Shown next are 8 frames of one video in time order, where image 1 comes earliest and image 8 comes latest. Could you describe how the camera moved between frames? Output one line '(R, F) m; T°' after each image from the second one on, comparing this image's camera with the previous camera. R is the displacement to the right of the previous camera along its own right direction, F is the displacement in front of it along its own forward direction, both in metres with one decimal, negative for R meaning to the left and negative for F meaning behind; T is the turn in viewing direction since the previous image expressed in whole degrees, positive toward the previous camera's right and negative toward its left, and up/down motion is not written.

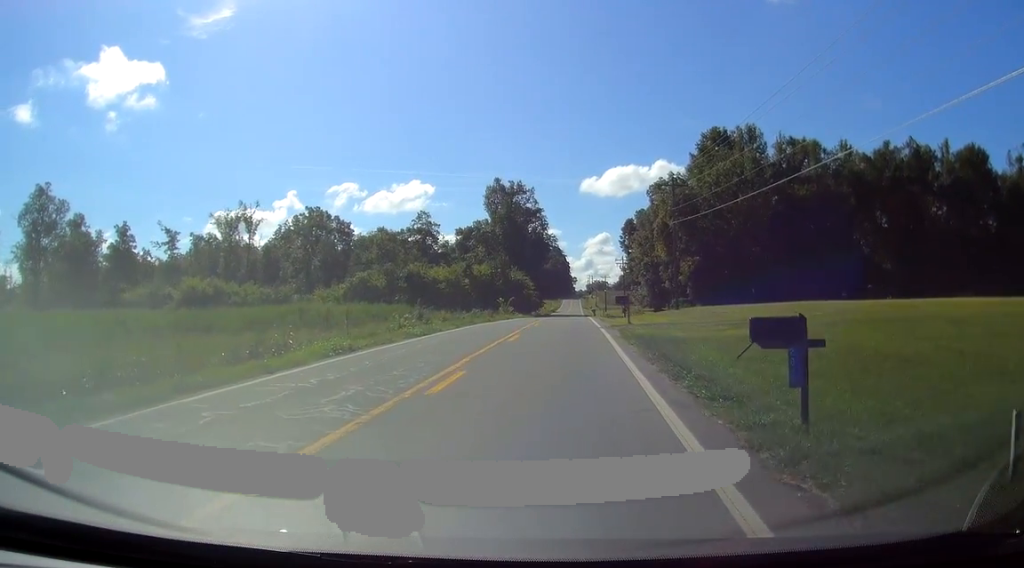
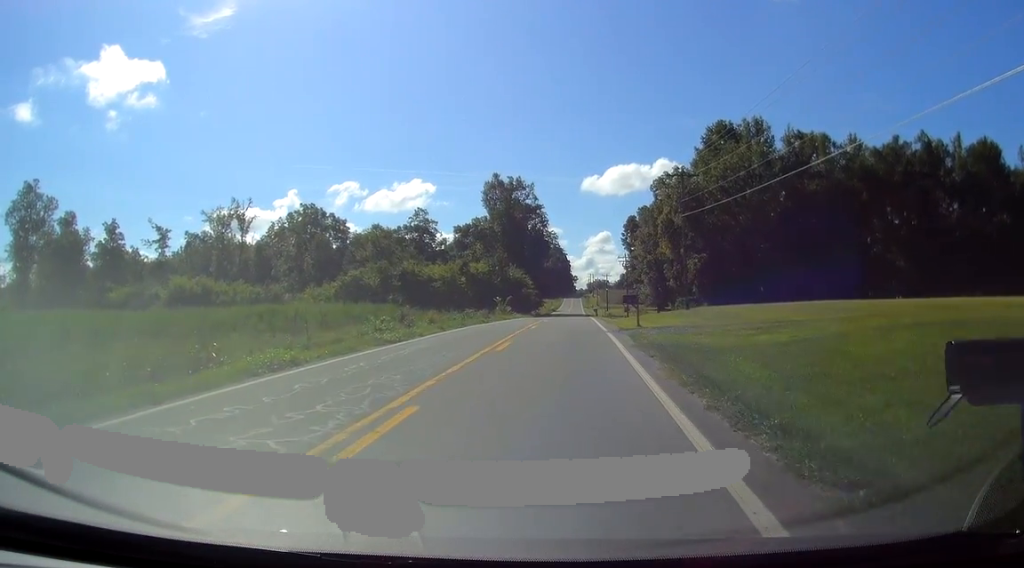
(+0.2, +3.6) m; +1°
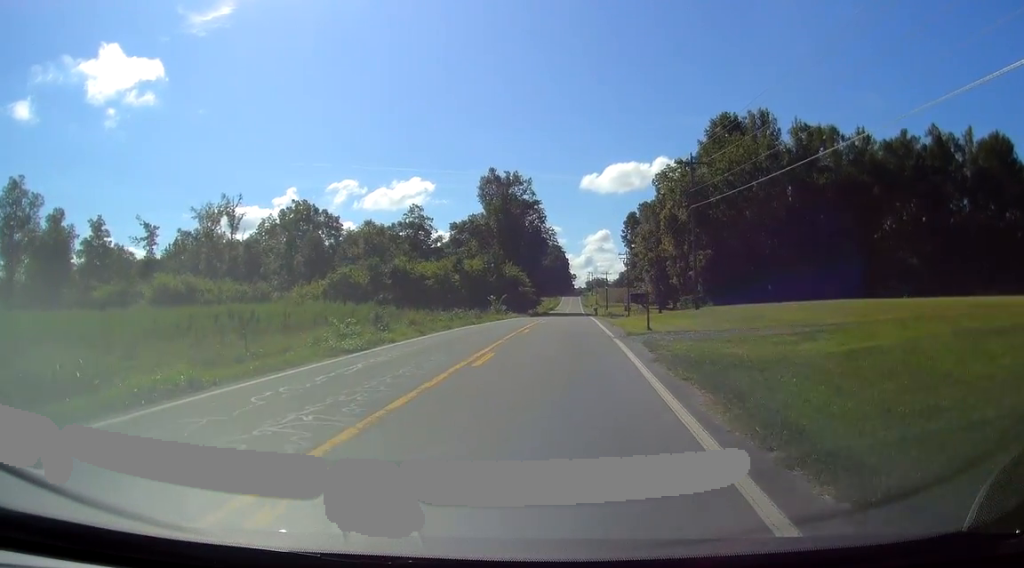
(+0.2, +3.6) m; +1°
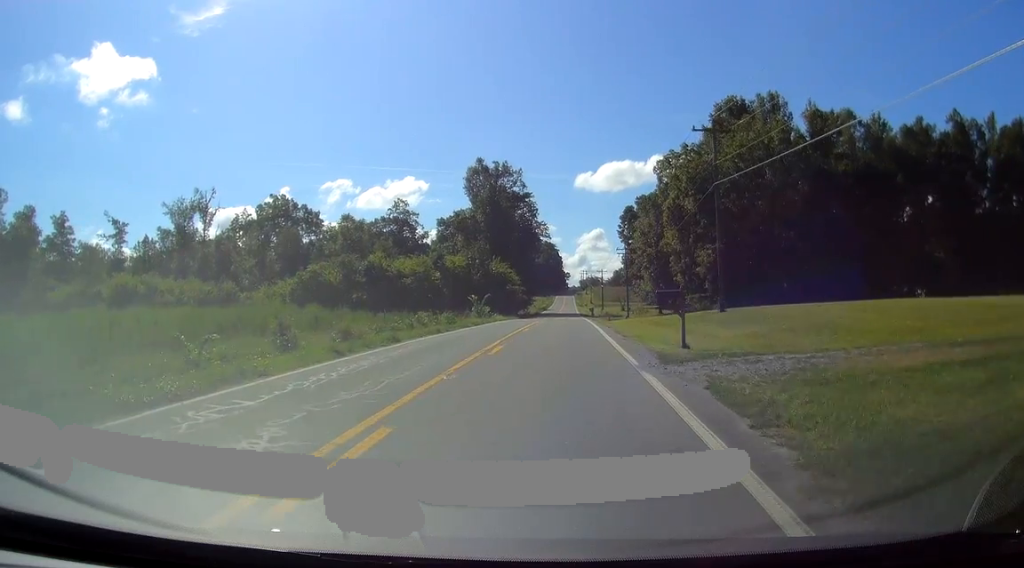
(-0.3, +8.4) m; 0°
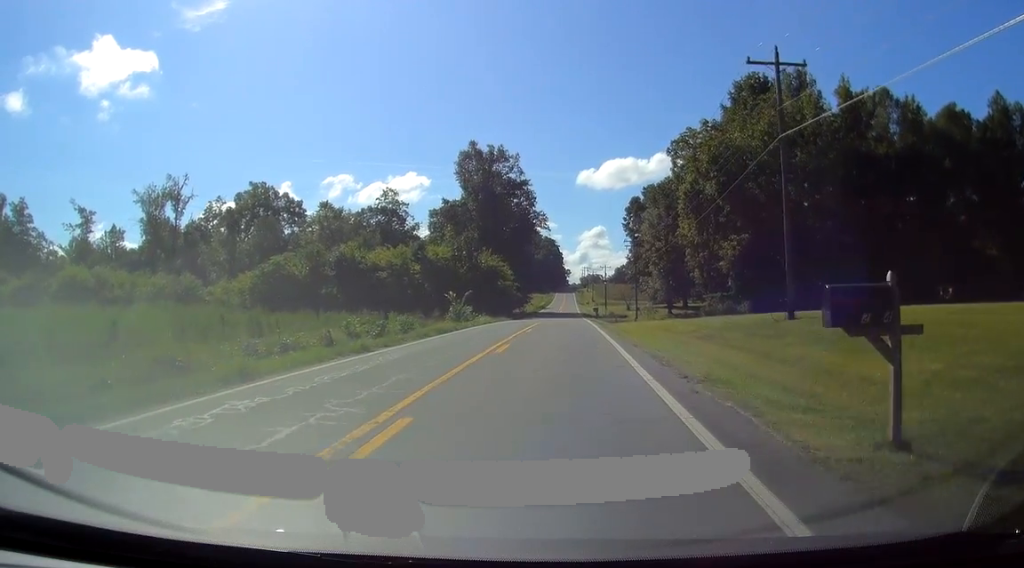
(+0.2, +11.0) m; -2°
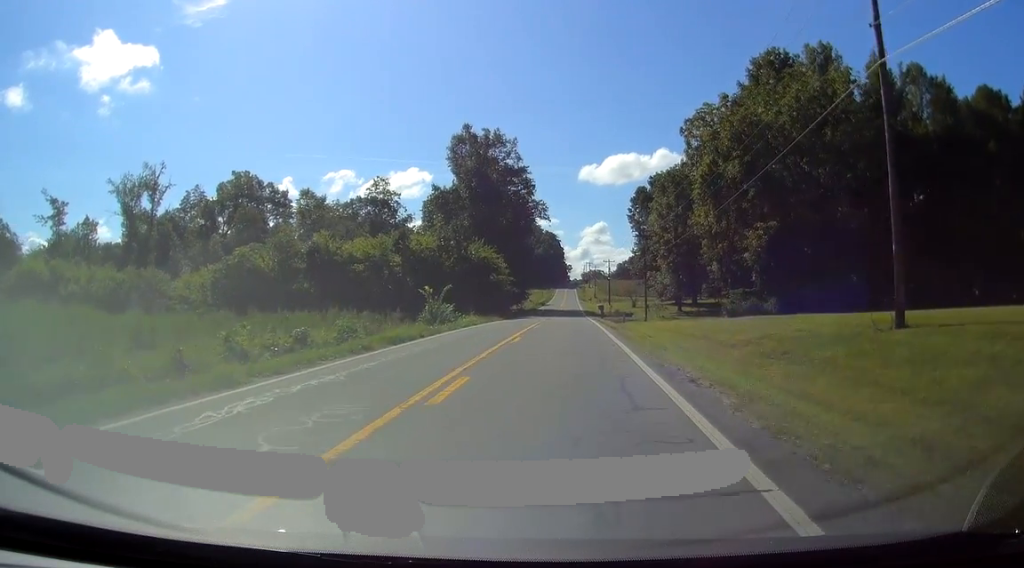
(-0.4, +8.5) m; -1°
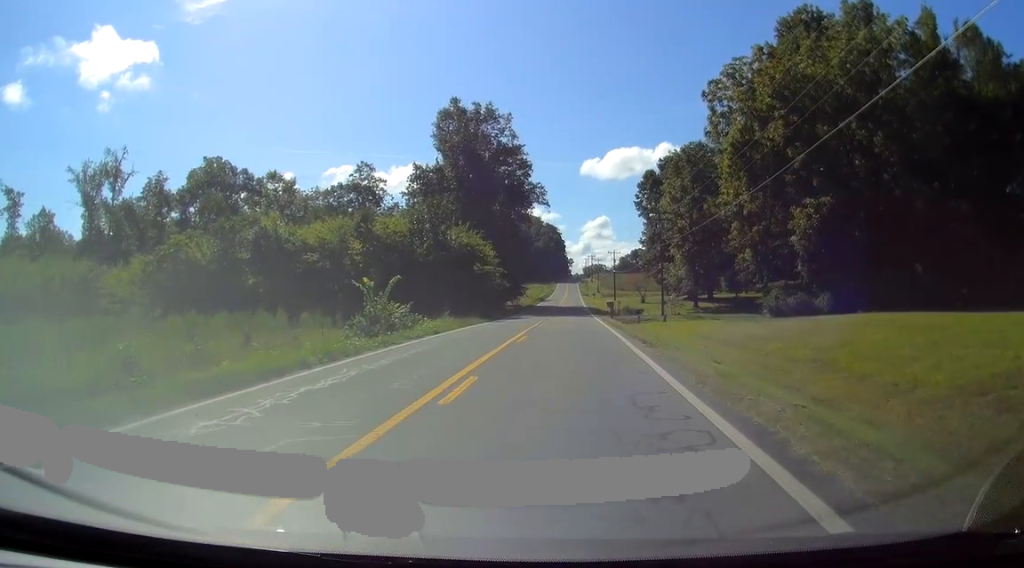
(+0.1, +11.9) m; 0°
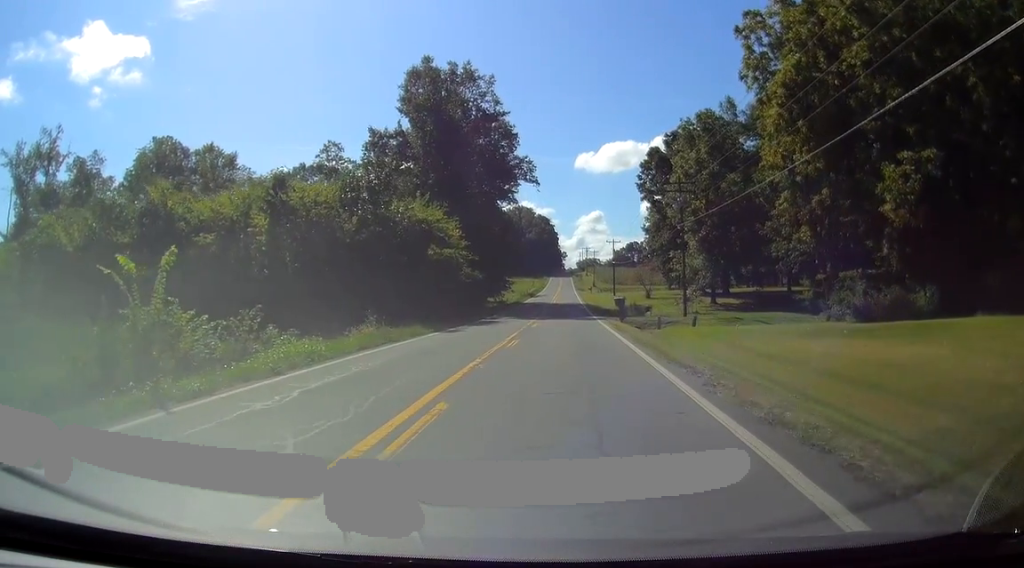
(-0.1, +14.9) m; 0°
